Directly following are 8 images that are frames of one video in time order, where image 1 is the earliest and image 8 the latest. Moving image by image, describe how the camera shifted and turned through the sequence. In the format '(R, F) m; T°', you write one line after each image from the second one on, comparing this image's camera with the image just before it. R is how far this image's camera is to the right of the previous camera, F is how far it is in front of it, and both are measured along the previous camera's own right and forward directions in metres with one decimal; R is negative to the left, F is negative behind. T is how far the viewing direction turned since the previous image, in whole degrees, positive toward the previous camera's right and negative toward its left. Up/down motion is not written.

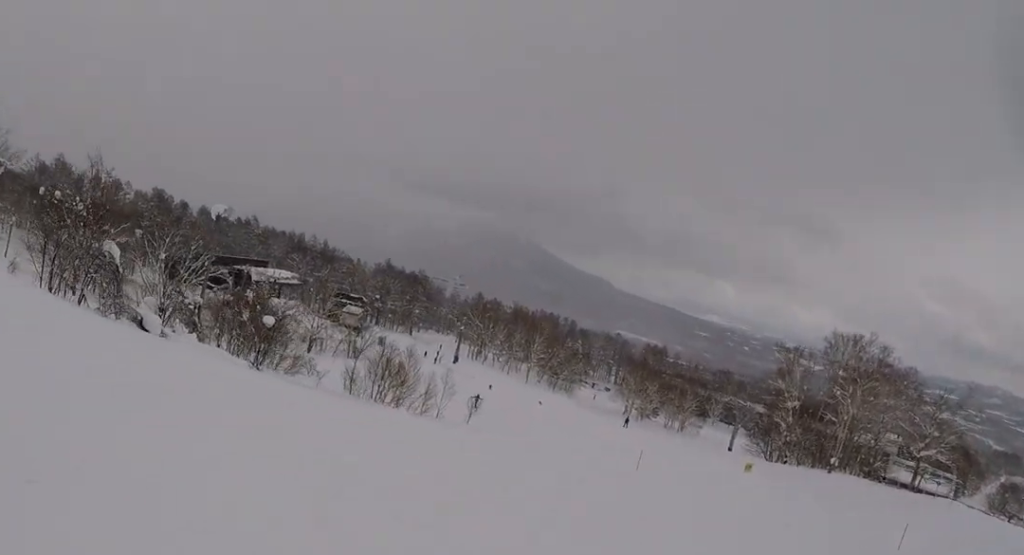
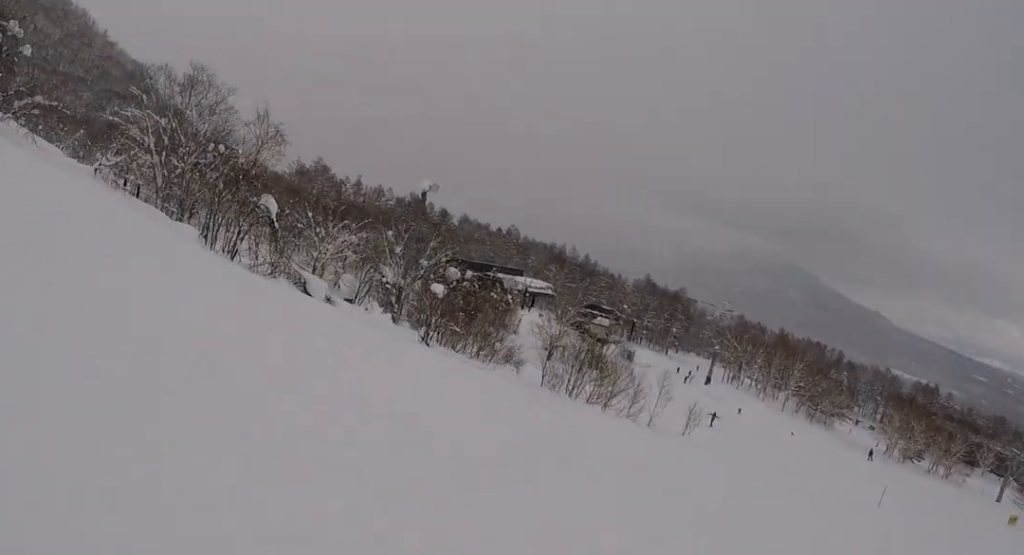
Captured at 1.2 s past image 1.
(-1.8, +6.5) m; -25°
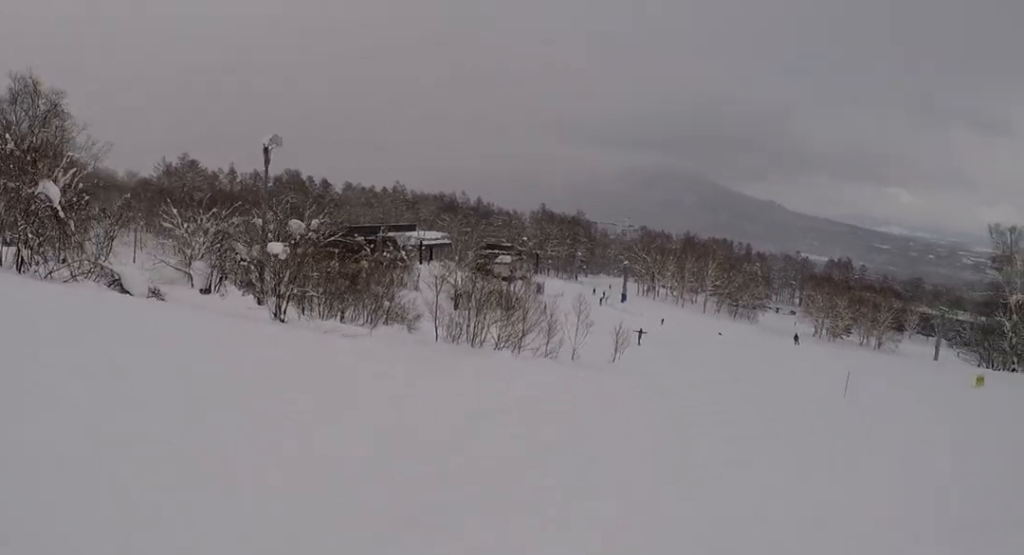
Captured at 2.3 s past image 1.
(-1.2, +6.9) m; +4°
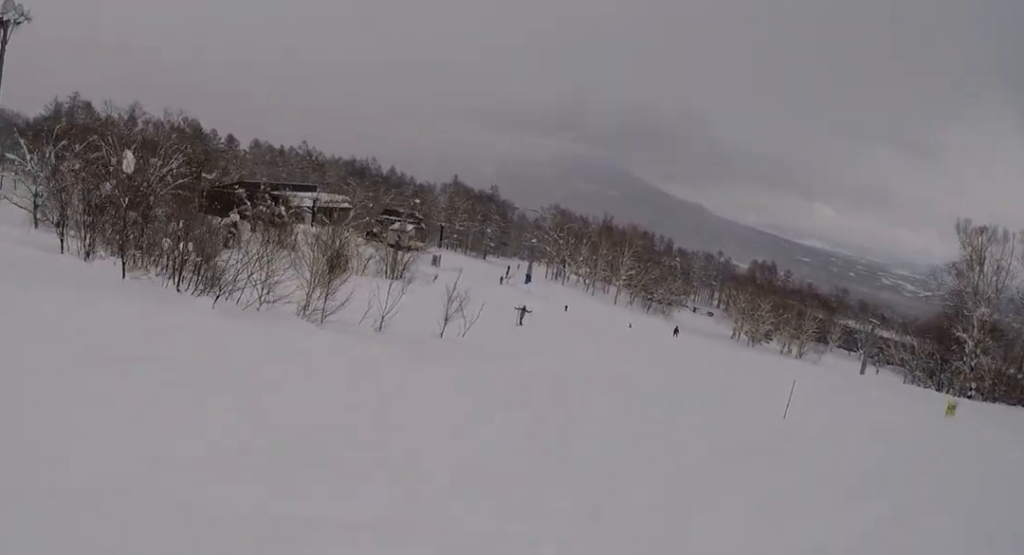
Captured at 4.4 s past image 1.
(+2.2, +14.9) m; -2°
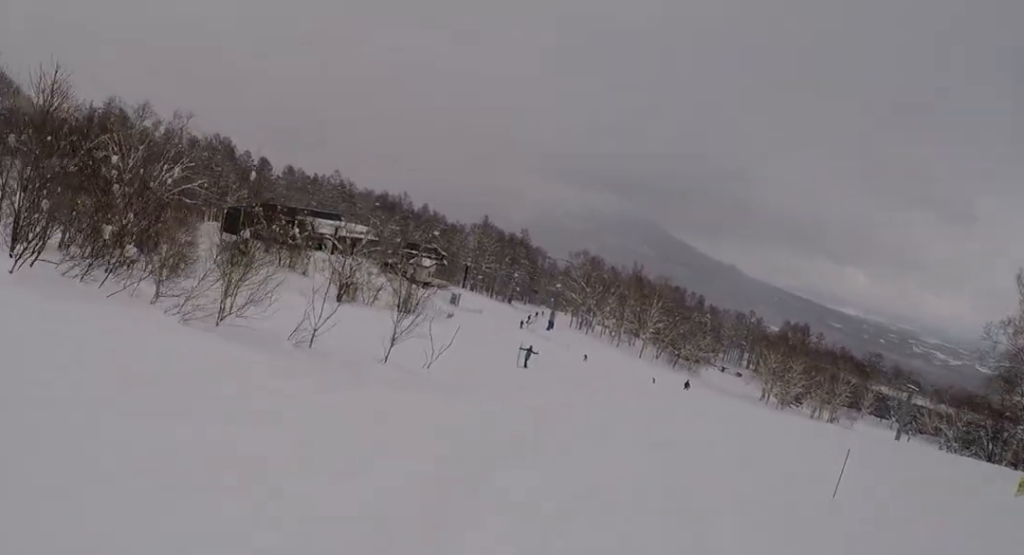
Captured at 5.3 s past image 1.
(-0.1, +7.1) m; -2°
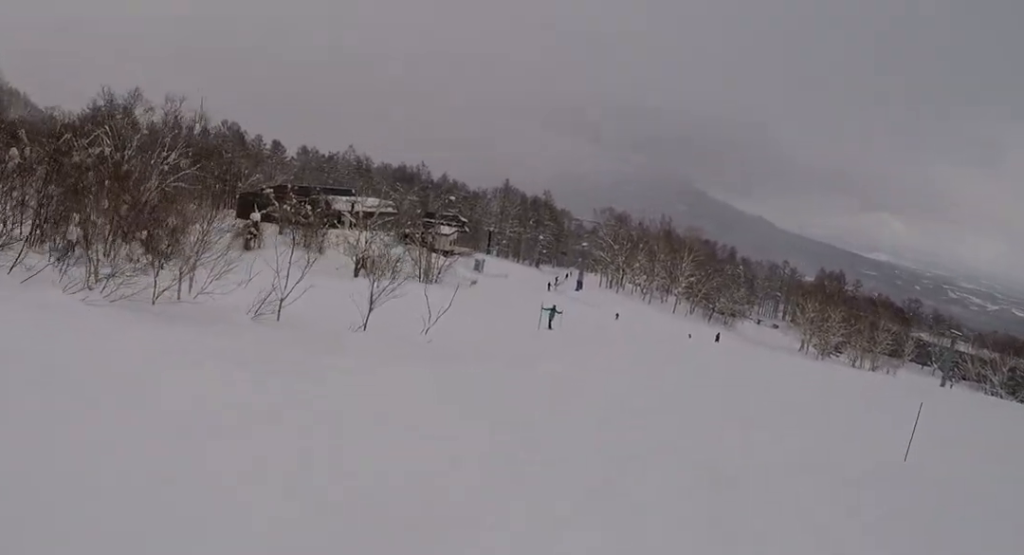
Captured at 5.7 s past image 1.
(0.0, +3.4) m; -1°
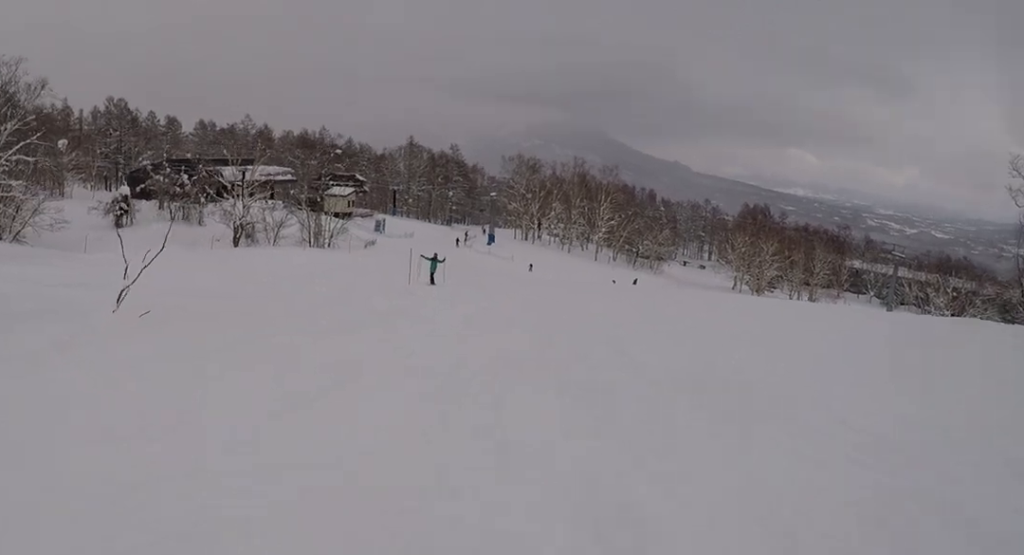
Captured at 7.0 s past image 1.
(-0.3, +9.8) m; -2°
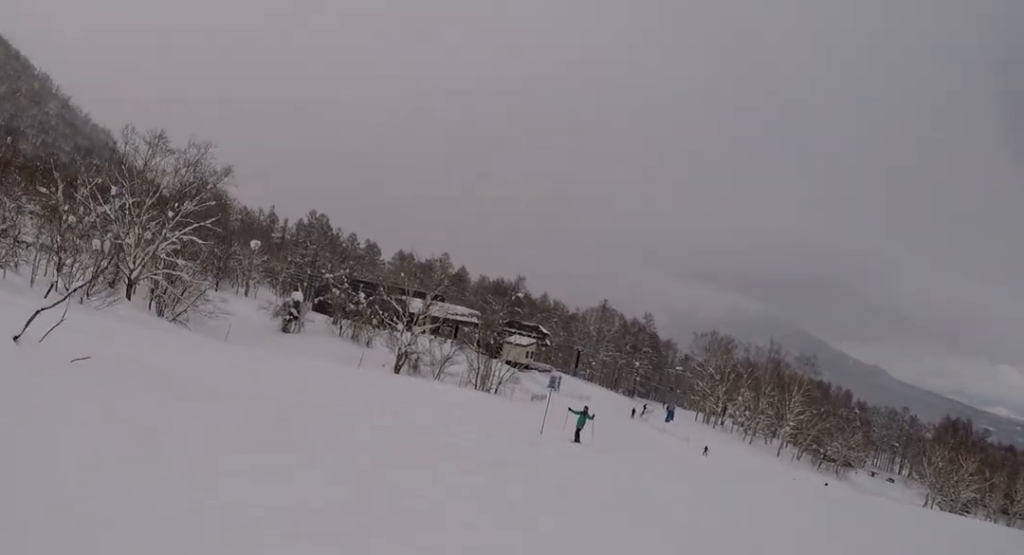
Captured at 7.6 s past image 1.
(-0.2, +4.5) m; 0°
